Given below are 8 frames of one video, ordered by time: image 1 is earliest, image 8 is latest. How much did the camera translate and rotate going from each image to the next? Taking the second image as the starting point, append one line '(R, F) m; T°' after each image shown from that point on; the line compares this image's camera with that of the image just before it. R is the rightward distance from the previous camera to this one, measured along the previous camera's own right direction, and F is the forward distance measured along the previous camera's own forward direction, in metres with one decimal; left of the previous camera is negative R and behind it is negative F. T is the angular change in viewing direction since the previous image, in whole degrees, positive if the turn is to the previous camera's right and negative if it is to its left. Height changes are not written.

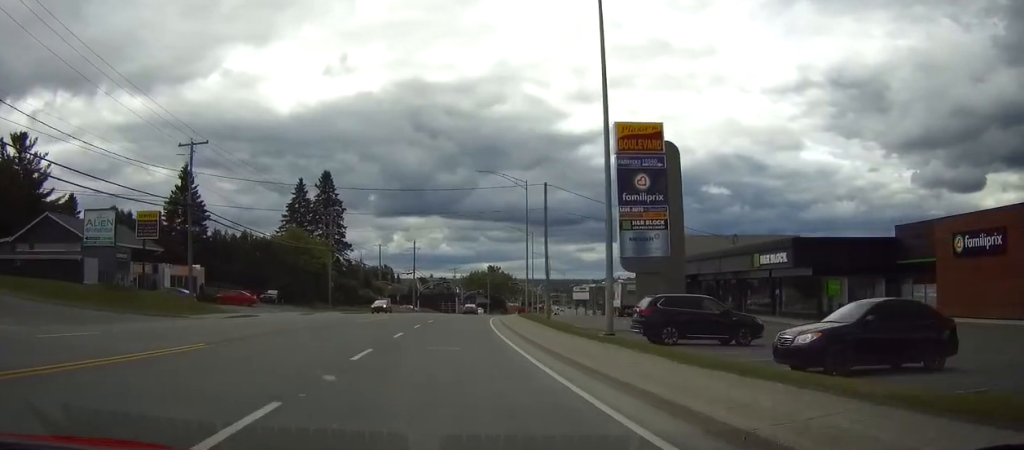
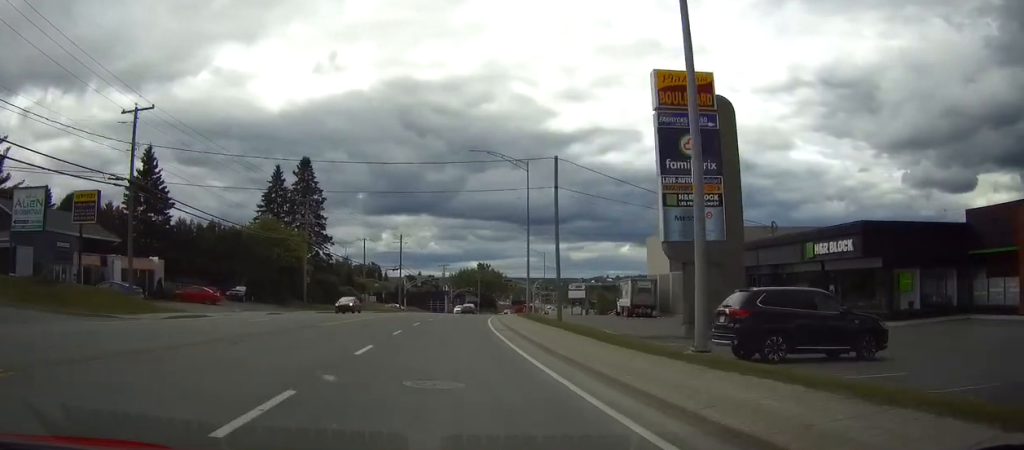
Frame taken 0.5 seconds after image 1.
(0.0, +8.1) m; 0°
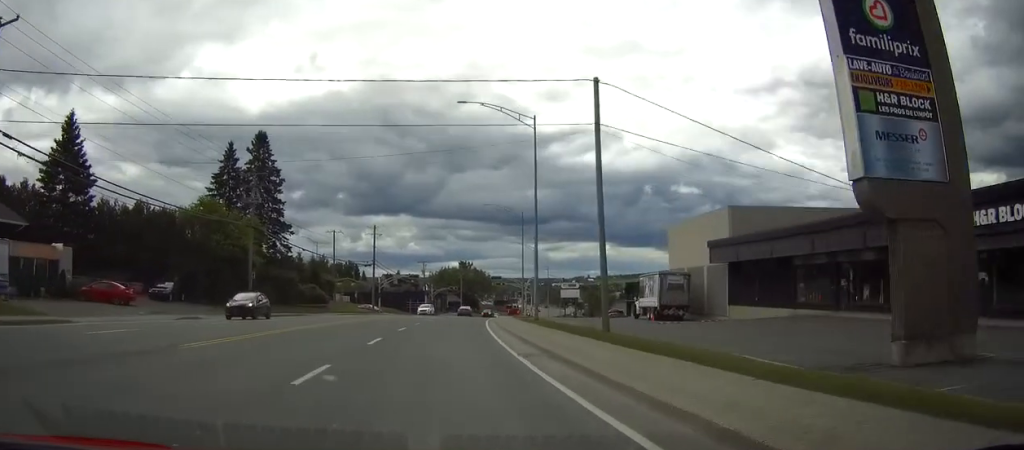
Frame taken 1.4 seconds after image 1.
(+0.1, +14.1) m; +1°
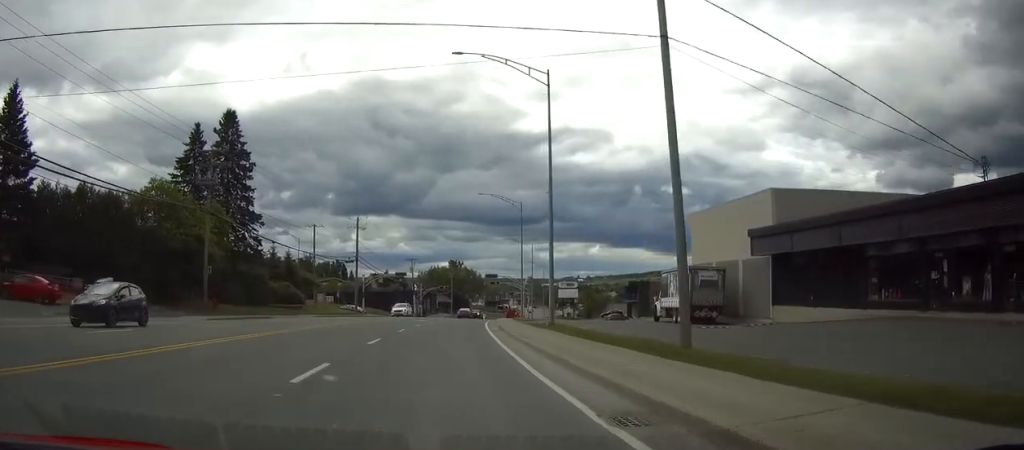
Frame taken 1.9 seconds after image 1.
(0.0, +8.7) m; +1°
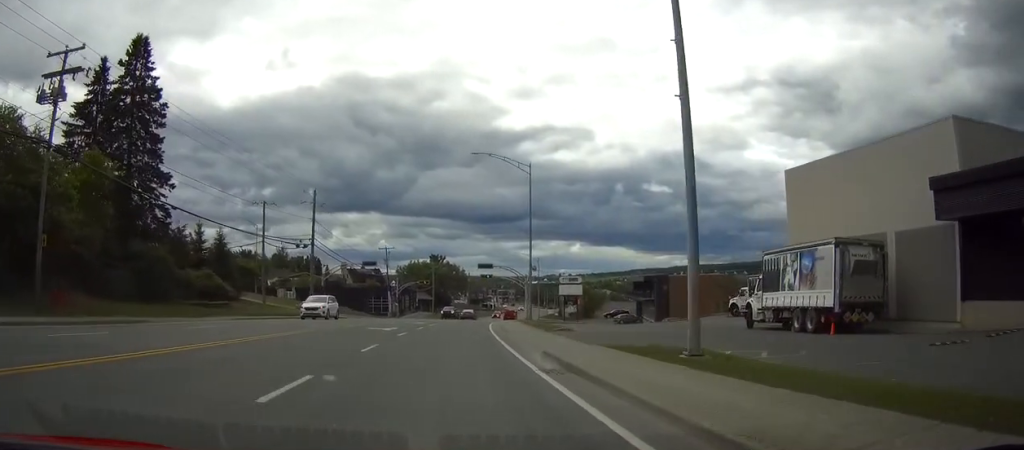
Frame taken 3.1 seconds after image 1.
(+0.5, +19.6) m; +2°
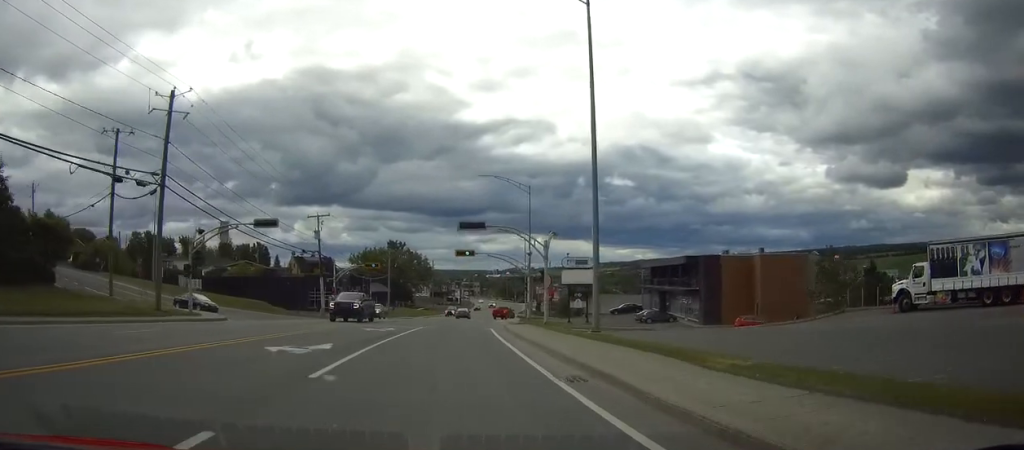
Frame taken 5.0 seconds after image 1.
(+0.8, +31.6) m; +3°
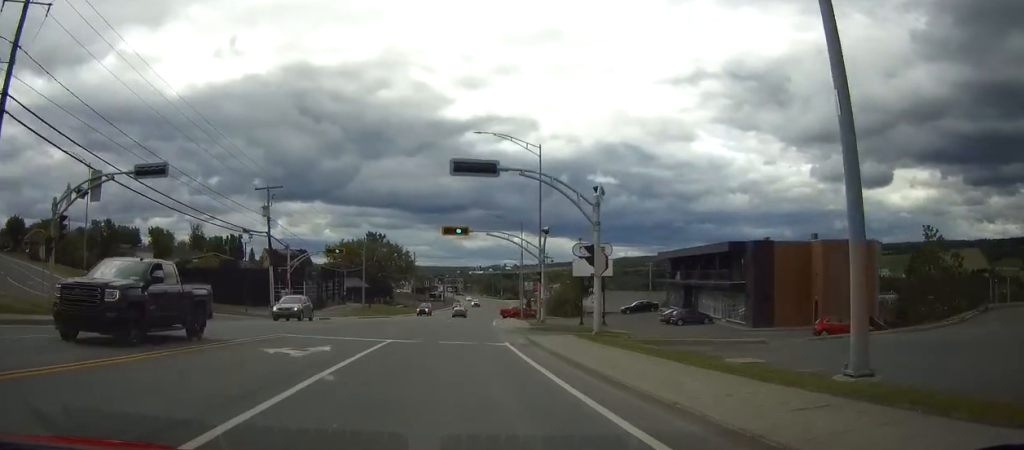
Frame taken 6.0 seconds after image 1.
(+0.2, +15.3) m; +1°
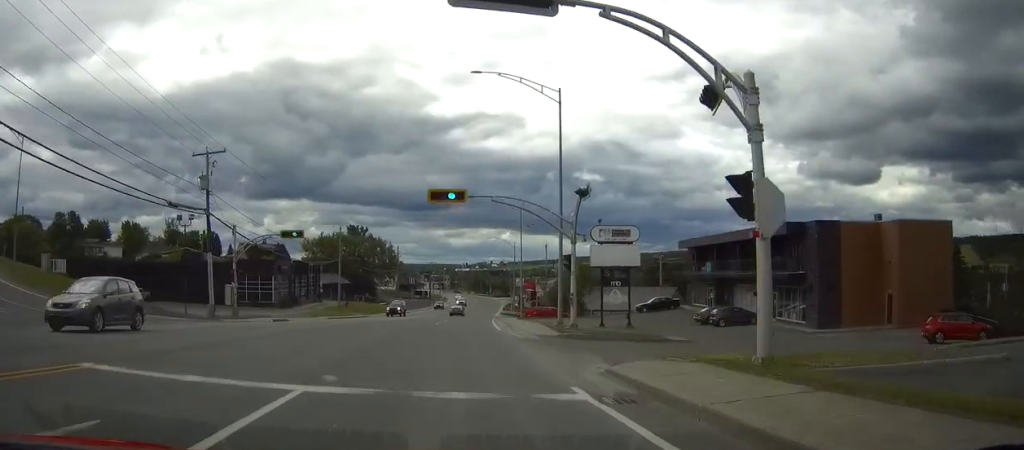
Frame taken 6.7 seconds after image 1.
(+0.1, +12.7) m; +1°
